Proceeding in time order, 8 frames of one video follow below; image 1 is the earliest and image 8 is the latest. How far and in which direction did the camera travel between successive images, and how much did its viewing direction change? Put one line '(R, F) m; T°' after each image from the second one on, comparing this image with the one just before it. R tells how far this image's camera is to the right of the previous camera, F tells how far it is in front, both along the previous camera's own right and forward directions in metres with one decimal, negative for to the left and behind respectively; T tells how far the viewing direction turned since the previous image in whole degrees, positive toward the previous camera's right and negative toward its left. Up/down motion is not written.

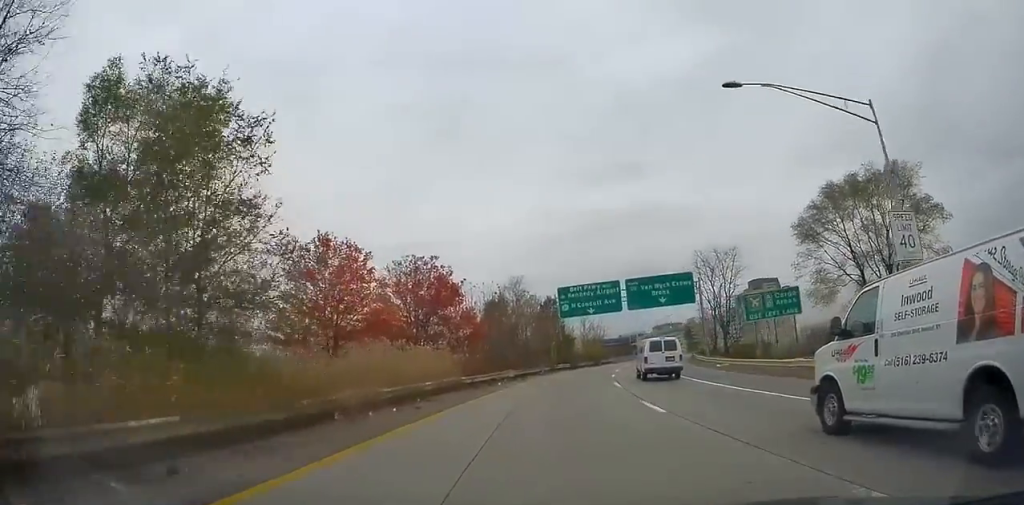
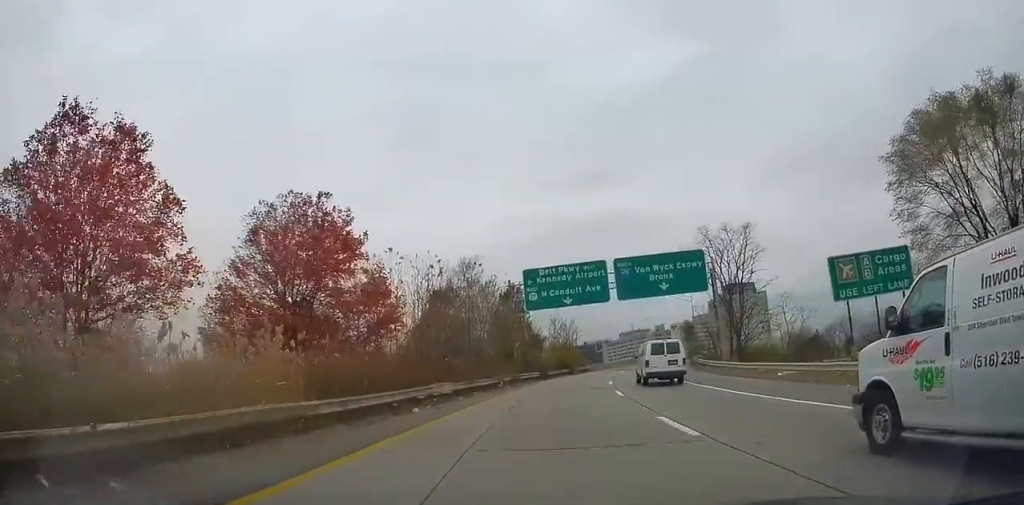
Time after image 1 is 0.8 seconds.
(+0.5, +16.7) m; +4°
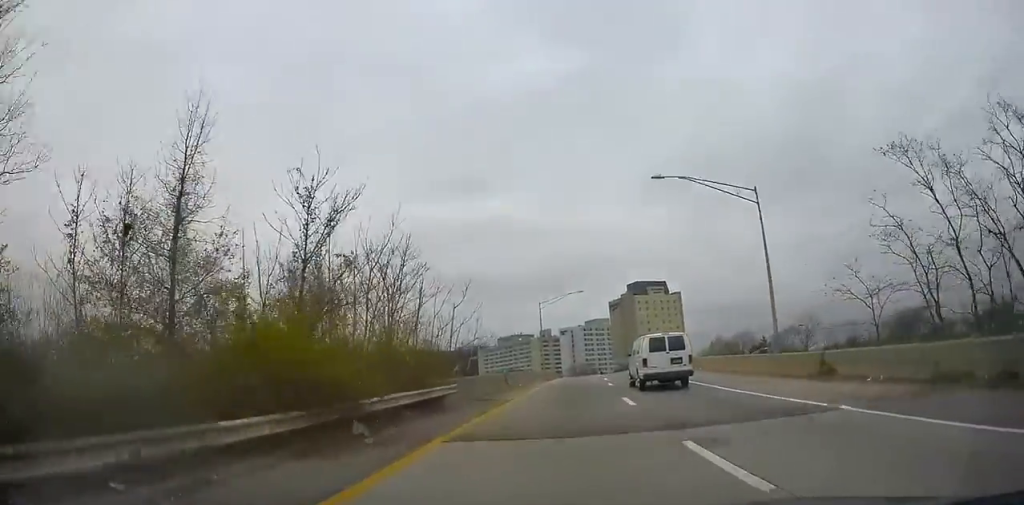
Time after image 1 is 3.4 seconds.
(+6.8, +55.9) m; +13°
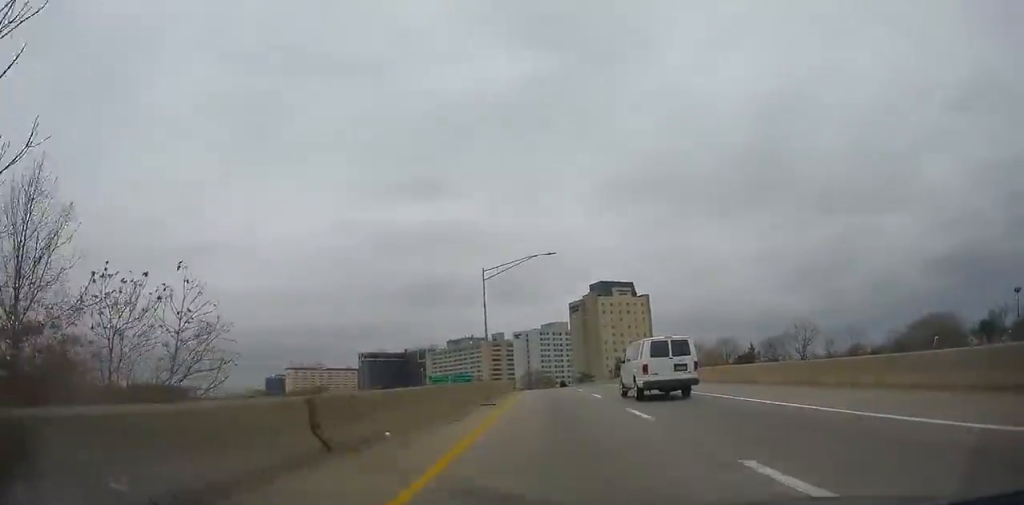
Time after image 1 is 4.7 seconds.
(+1.7, +26.4) m; +5°
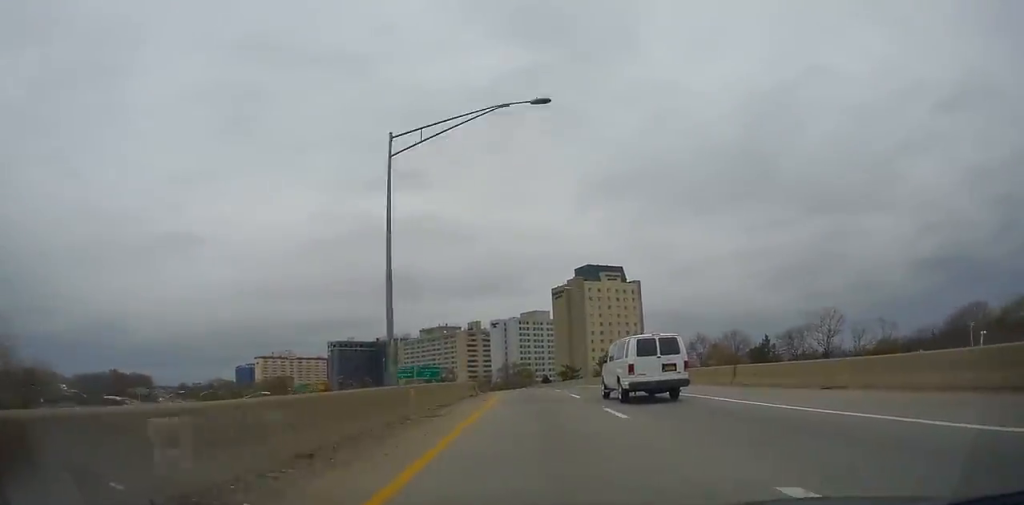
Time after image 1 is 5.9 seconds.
(+0.8, +23.4) m; +5°
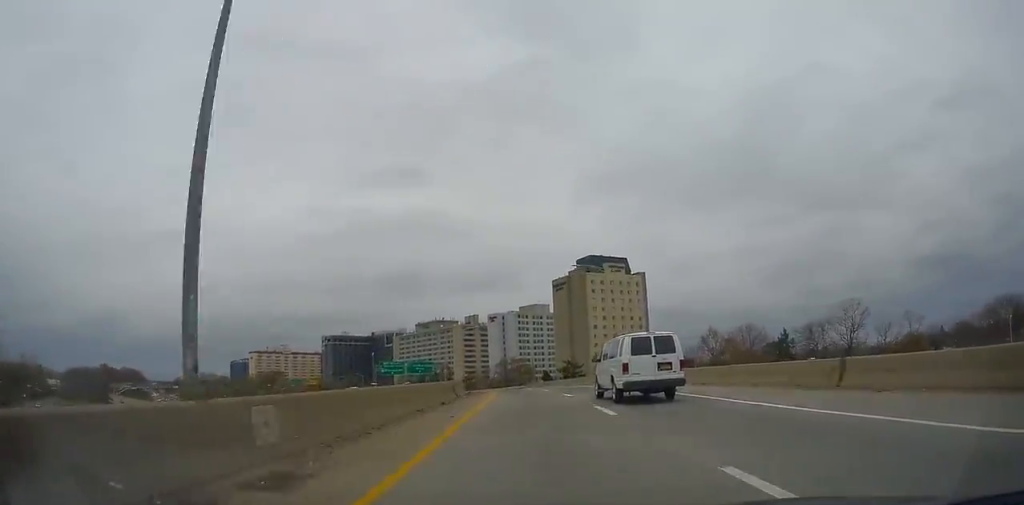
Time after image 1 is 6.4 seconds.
(+0.6, +10.8) m; +2°
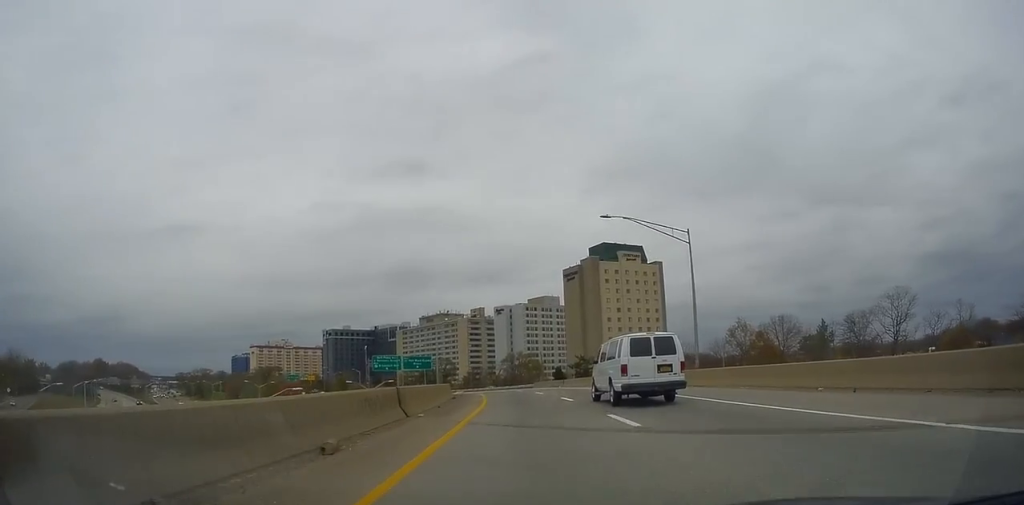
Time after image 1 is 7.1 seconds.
(-0.2, +14.4) m; +1°
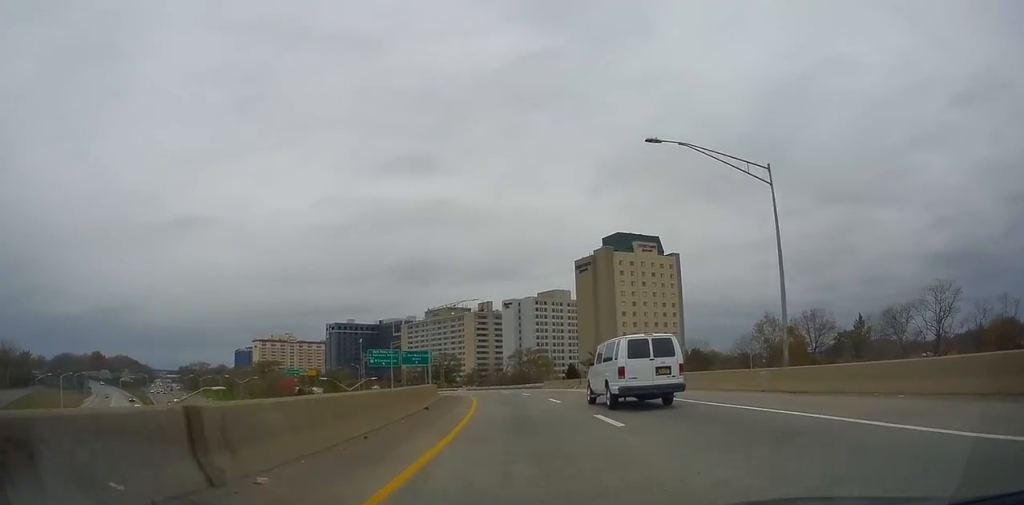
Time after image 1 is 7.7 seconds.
(0.0, +11.1) m; +1°
